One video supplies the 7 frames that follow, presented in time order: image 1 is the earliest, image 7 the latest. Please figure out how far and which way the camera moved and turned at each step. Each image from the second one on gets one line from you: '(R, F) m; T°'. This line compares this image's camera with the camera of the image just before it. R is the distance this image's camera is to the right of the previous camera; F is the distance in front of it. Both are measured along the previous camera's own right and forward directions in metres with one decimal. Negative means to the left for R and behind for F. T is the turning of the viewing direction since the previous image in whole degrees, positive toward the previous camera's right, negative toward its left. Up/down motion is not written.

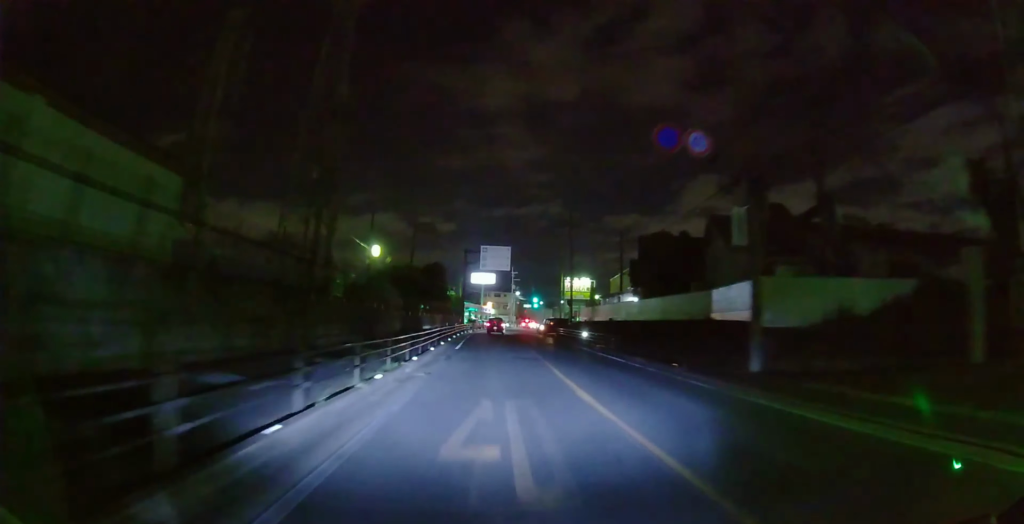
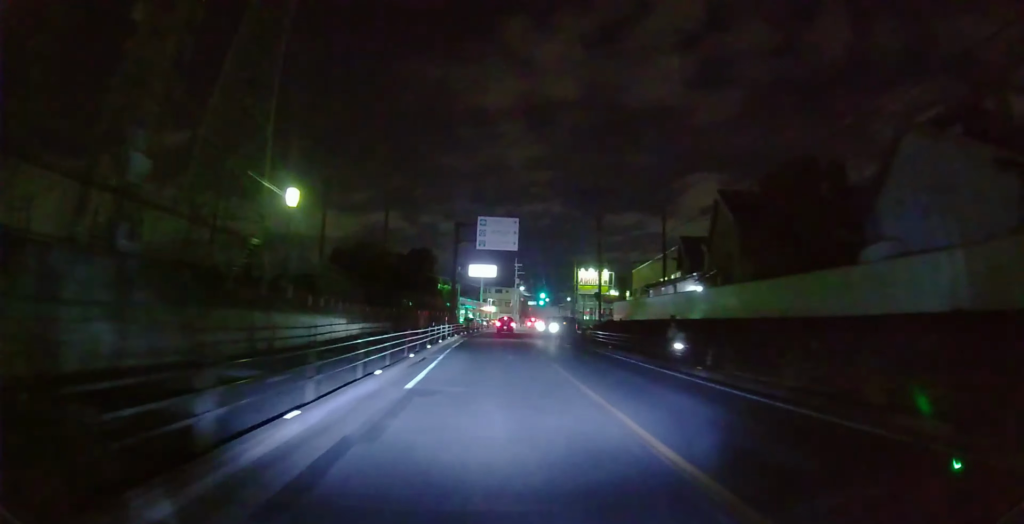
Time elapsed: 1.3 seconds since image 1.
(0.0, +14.6) m; +2°
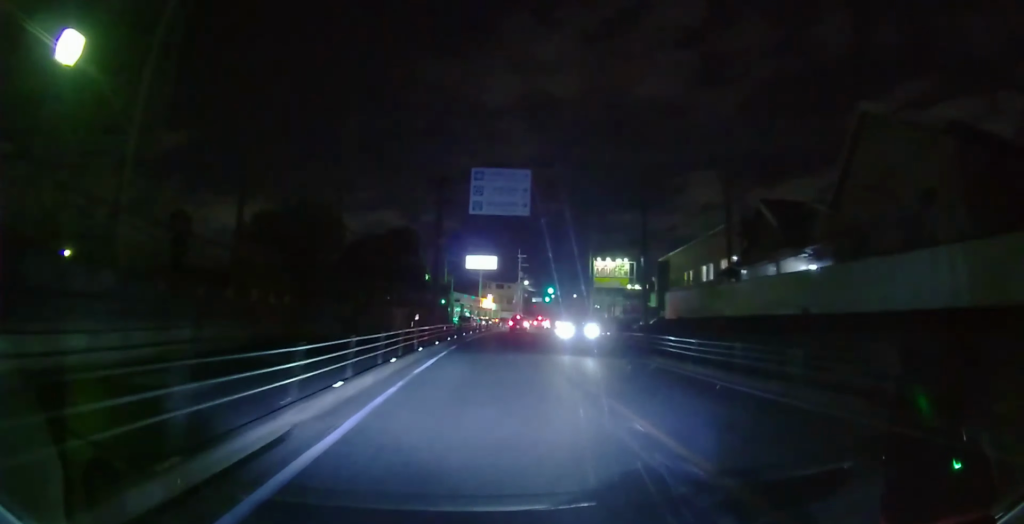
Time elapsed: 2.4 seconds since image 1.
(+0.3, +11.6) m; +2°
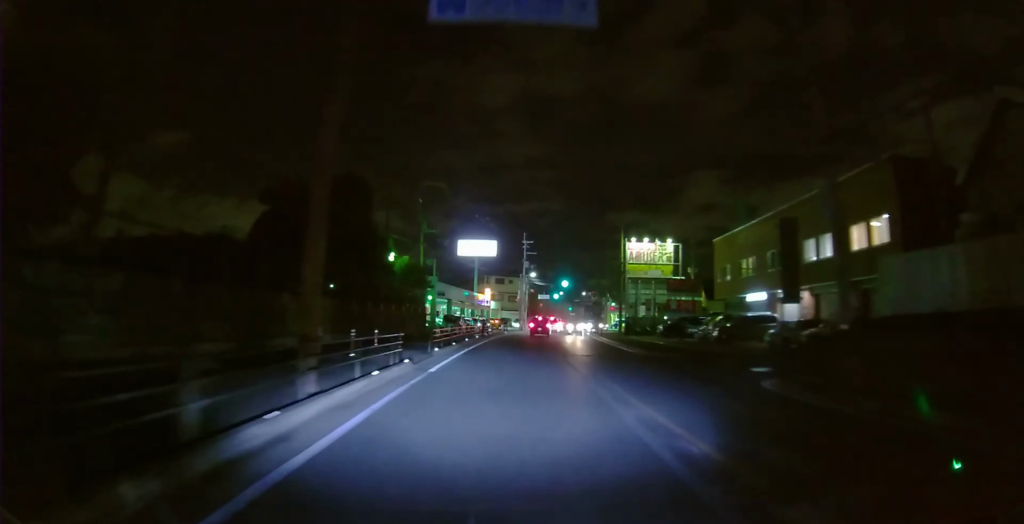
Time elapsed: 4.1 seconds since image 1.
(0.0, +17.2) m; 0°
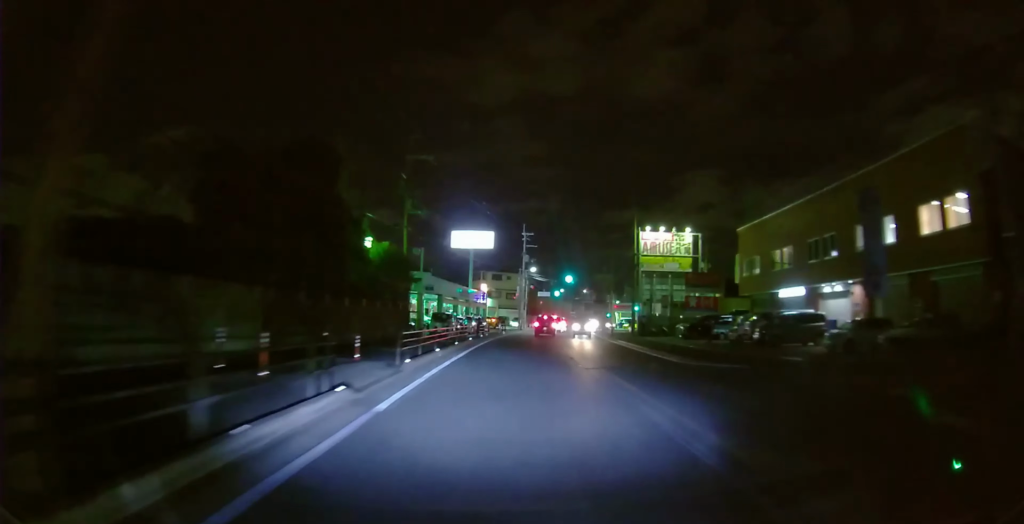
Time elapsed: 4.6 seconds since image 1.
(0.0, +5.4) m; 0°
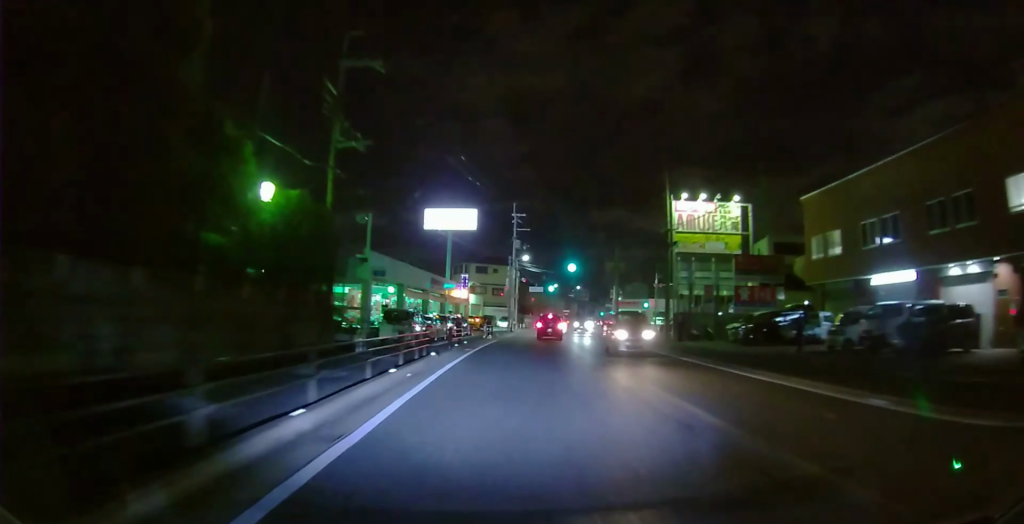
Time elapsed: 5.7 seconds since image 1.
(0.0, +12.2) m; 0°
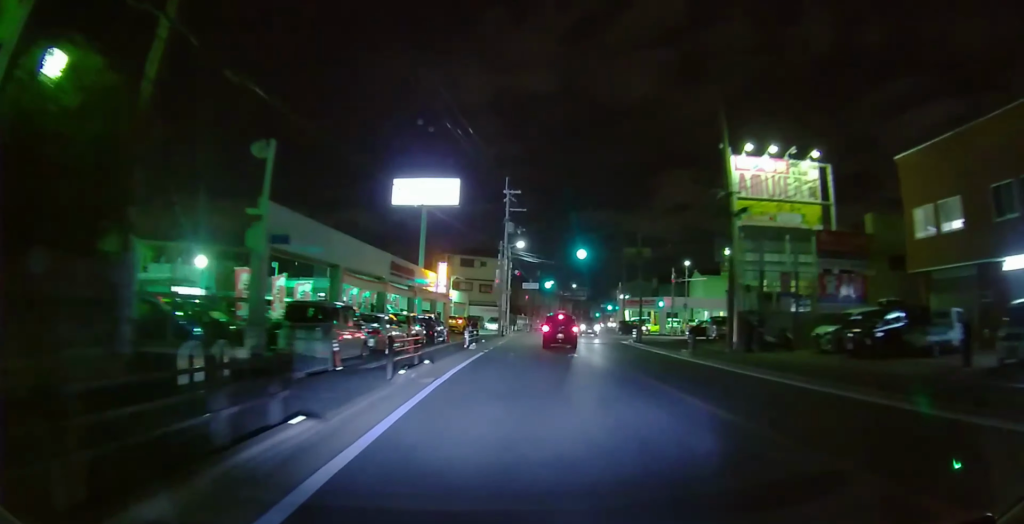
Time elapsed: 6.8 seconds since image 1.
(0.0, +11.2) m; 0°
